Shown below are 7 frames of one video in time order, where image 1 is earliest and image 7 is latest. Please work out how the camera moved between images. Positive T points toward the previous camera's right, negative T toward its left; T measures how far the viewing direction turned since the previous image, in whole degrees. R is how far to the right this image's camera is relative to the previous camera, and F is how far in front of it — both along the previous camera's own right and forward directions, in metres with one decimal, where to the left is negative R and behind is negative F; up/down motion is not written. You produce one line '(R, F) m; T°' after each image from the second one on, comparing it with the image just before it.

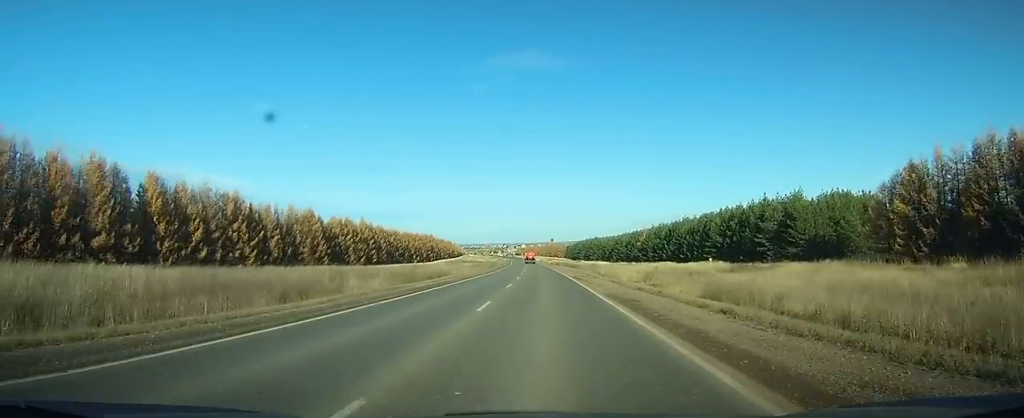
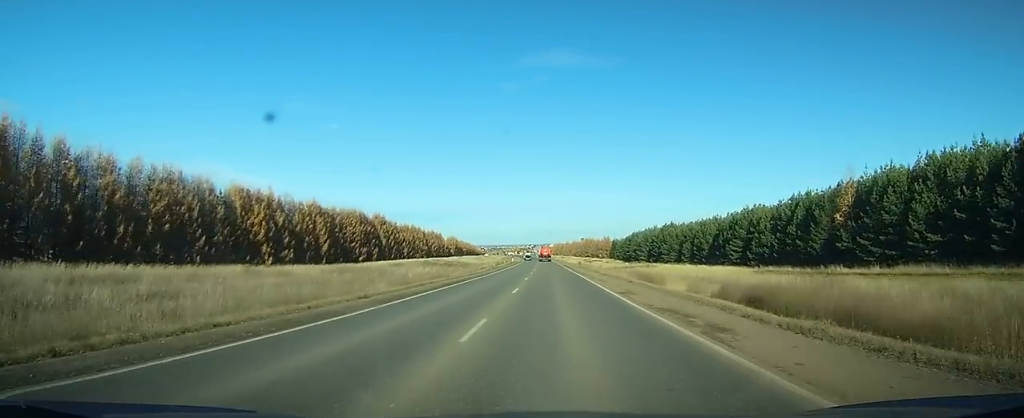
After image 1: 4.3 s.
(-2.4, +123.3) m; -2°
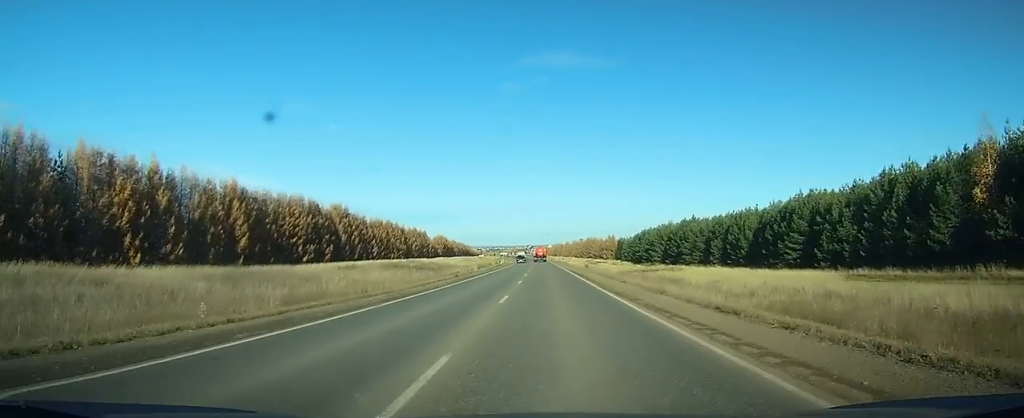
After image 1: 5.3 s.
(-0.1, +28.0) m; -1°
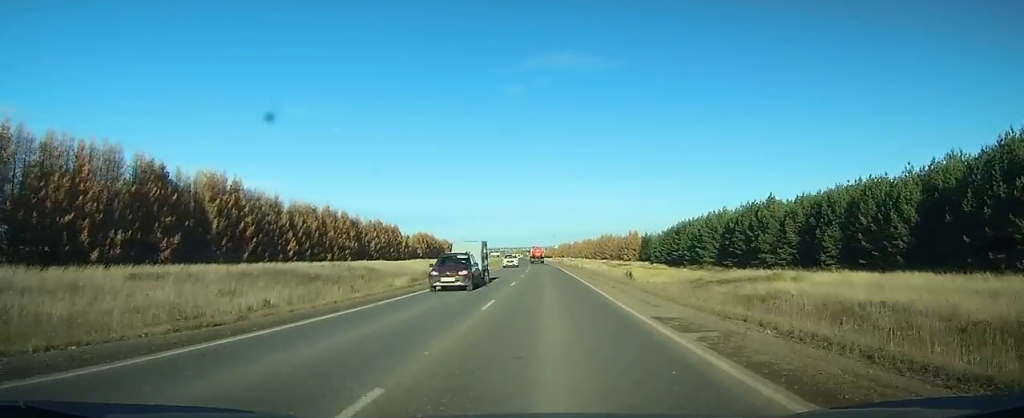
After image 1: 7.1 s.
(-0.3, +49.3) m; -1°
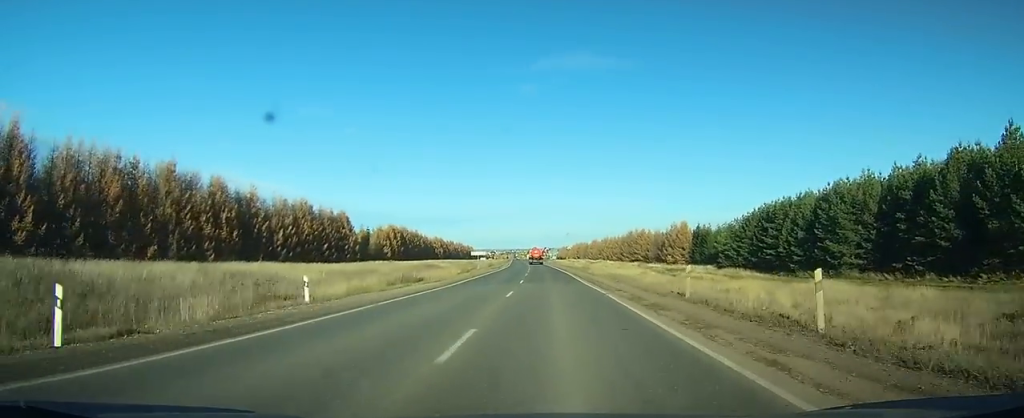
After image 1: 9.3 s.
(-0.3, +55.7) m; -1°
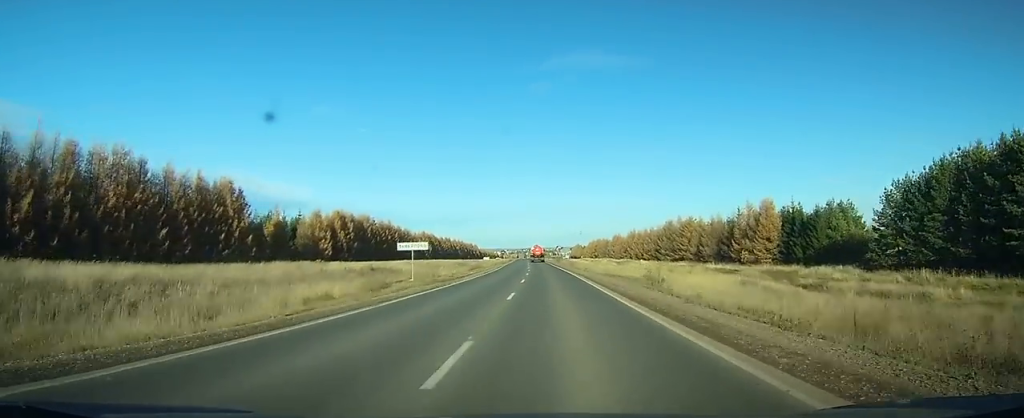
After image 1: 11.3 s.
(-0.4, +50.9) m; -1°
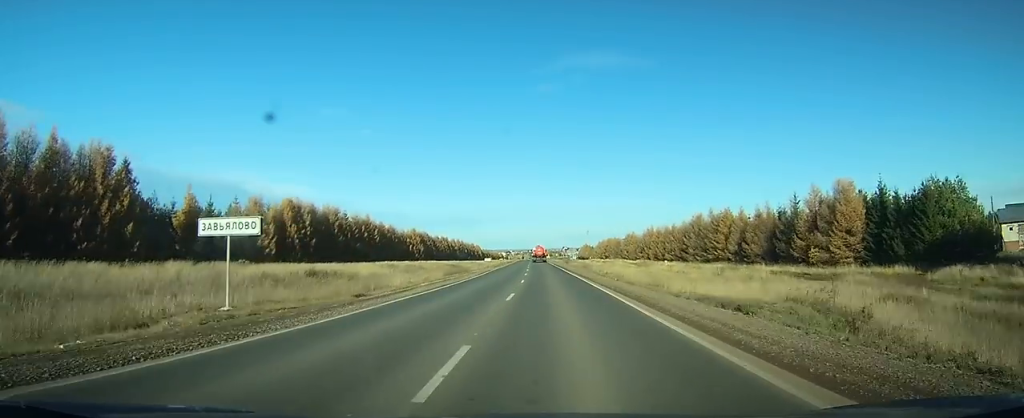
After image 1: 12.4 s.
(-0.3, +25.0) m; -1°
